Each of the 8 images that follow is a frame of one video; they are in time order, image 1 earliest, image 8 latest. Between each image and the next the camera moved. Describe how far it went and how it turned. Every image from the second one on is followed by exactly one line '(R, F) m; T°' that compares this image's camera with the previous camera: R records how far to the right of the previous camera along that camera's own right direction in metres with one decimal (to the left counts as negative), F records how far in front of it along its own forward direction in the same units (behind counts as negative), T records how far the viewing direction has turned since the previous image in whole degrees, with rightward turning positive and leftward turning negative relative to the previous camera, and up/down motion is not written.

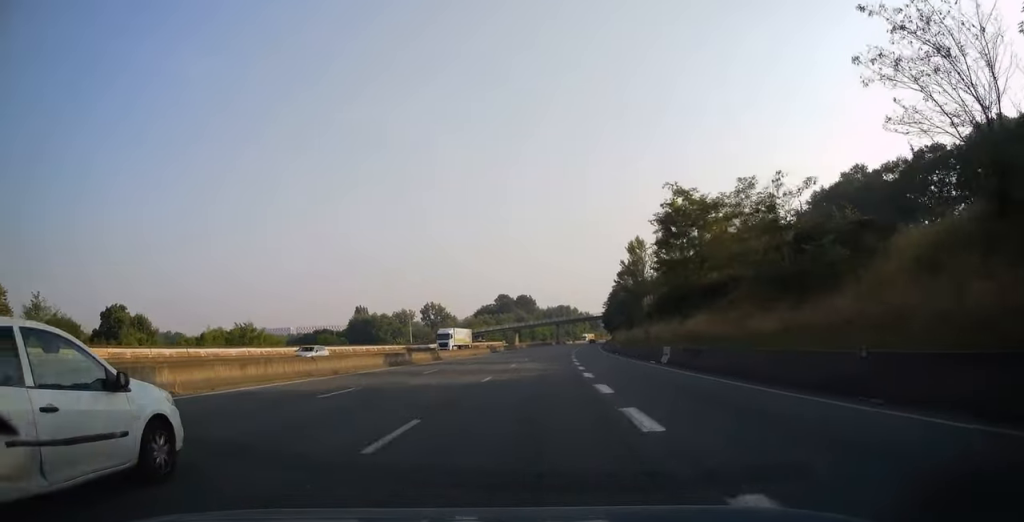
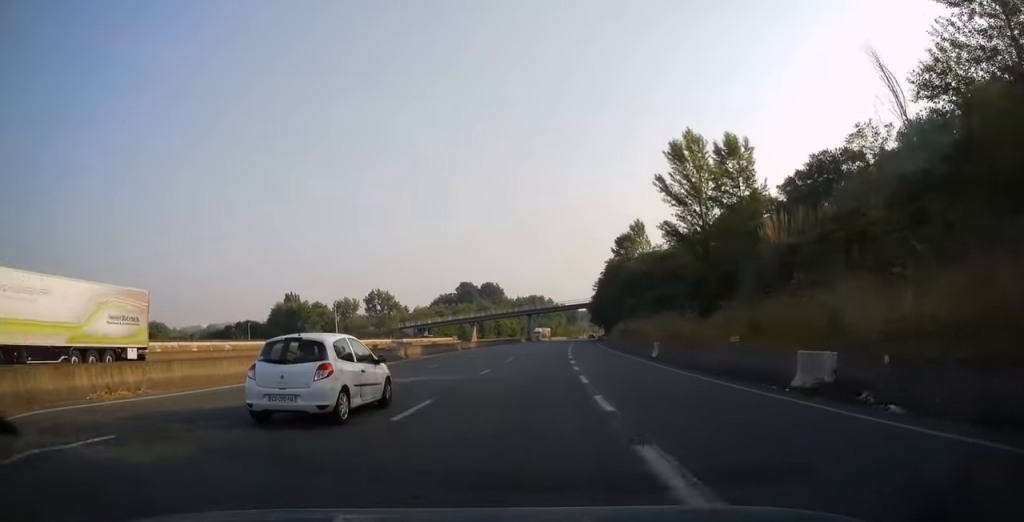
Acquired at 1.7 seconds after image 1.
(+1.3, +49.5) m; +3°
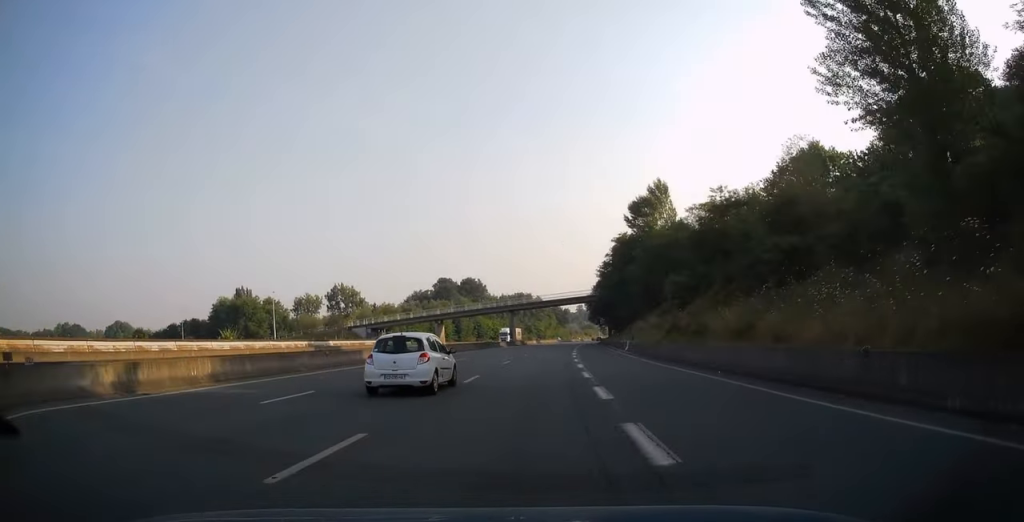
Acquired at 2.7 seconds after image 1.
(+0.3, +30.9) m; +1°
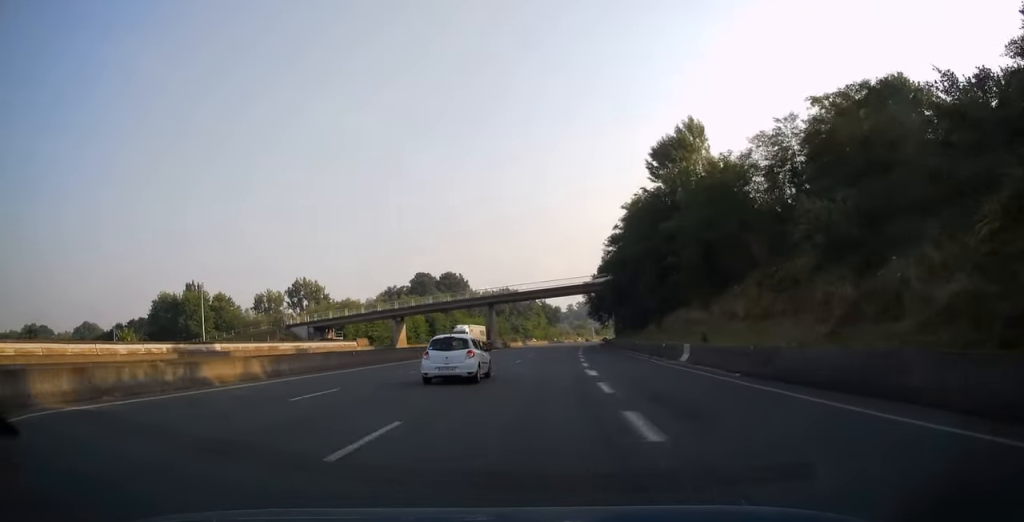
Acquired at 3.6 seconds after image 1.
(+0.2, +24.6) m; +1°
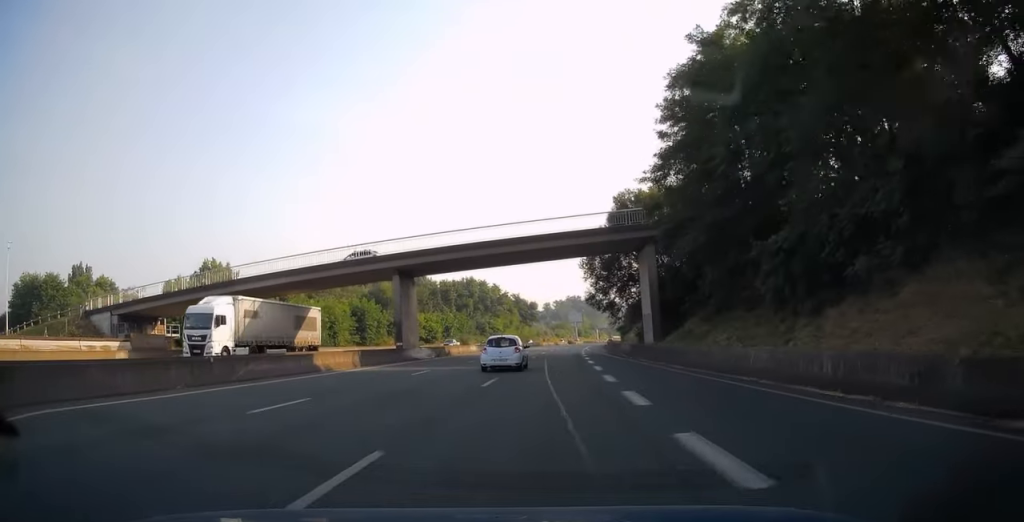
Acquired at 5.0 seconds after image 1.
(+0.7, +41.8) m; +2°
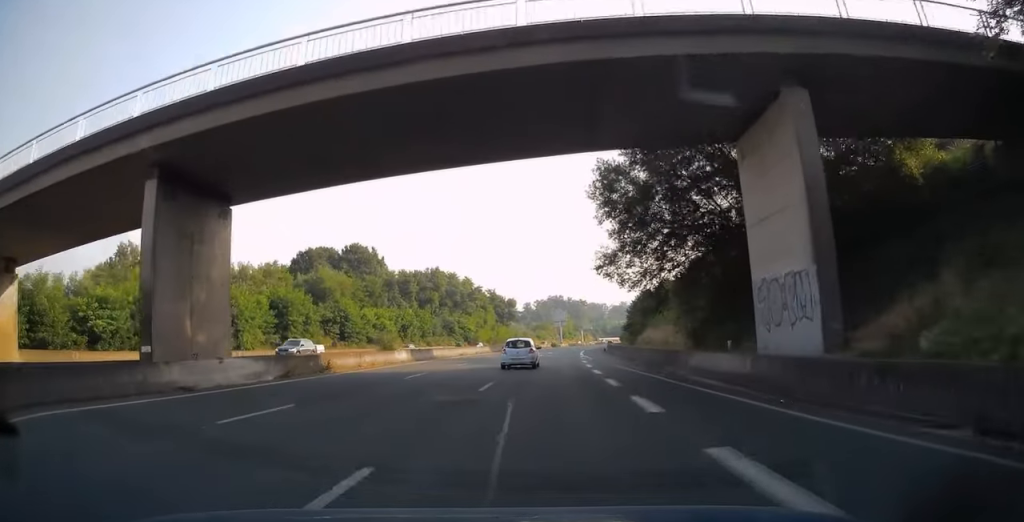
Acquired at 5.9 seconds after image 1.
(+0.4, +26.8) m; +2°
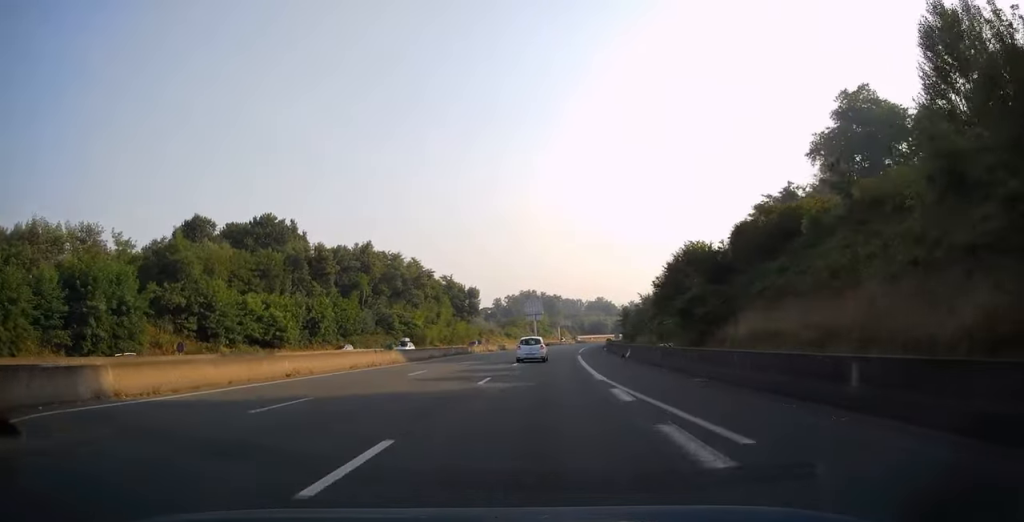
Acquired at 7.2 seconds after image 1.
(+0.8, +37.0) m; +3°
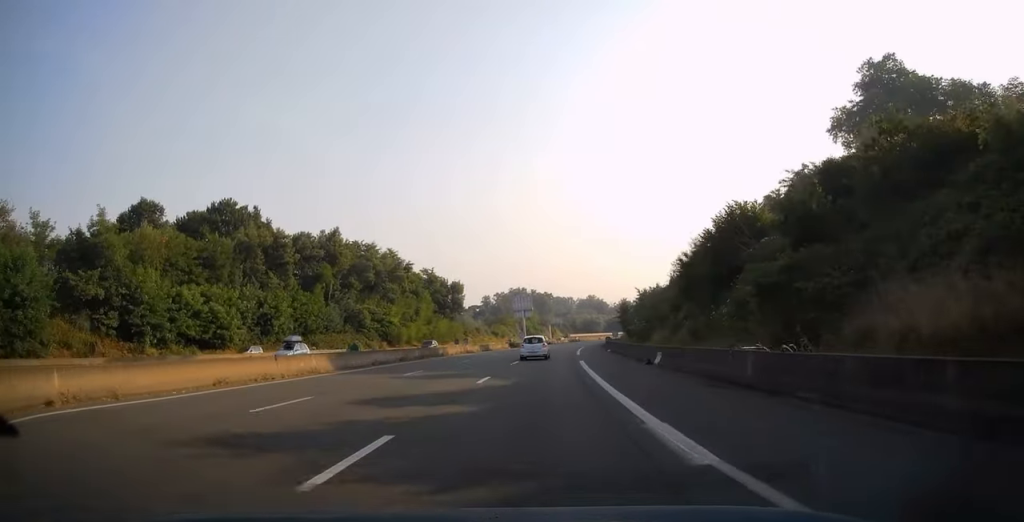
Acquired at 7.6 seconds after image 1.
(+0.3, +12.8) m; +1°
